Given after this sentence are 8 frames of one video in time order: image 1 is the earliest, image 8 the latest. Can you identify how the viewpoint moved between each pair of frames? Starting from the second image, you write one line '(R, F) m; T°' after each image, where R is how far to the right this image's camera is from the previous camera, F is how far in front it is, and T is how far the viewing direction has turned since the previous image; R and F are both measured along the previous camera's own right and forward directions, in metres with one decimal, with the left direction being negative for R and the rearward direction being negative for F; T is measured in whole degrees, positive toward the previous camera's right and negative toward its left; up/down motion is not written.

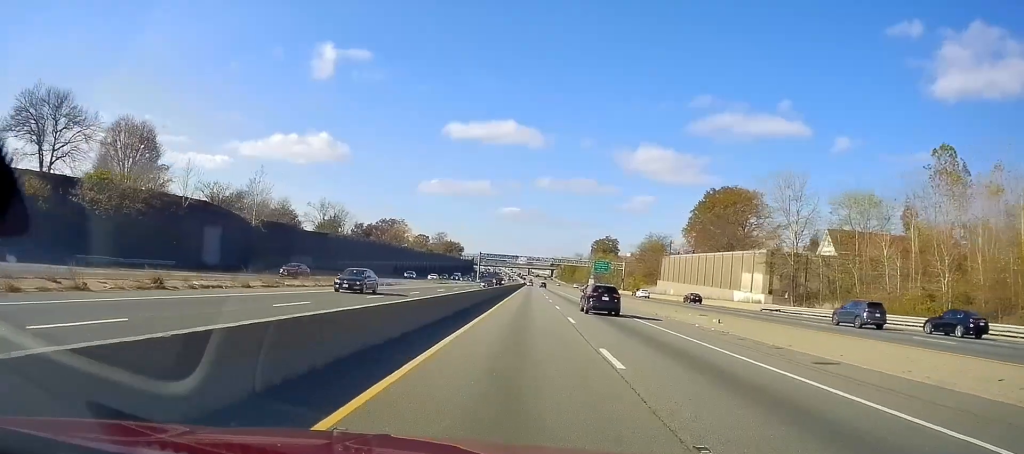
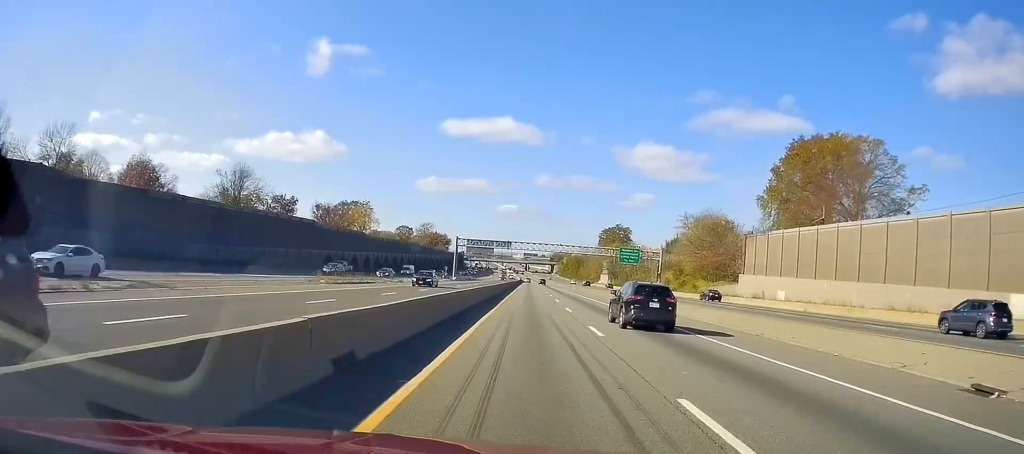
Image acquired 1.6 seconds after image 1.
(+0.1, +56.7) m; 0°
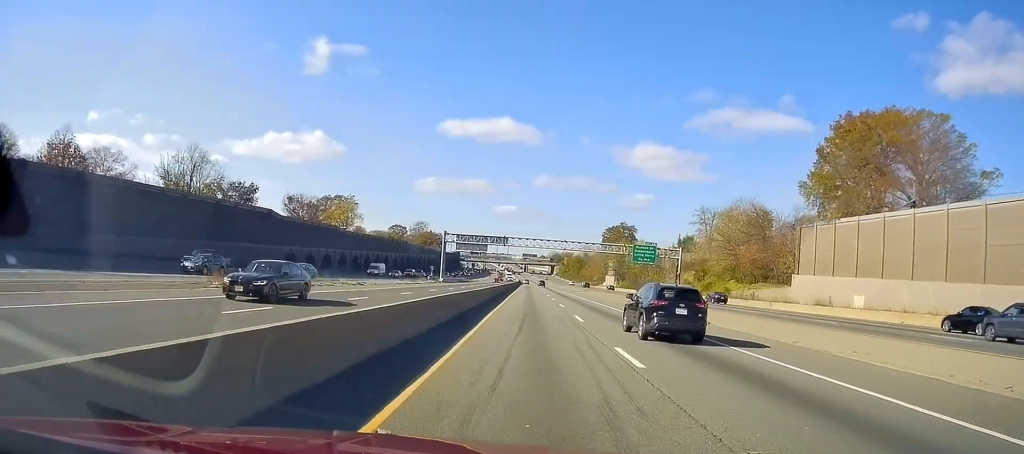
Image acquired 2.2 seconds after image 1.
(0.0, +18.3) m; 0°
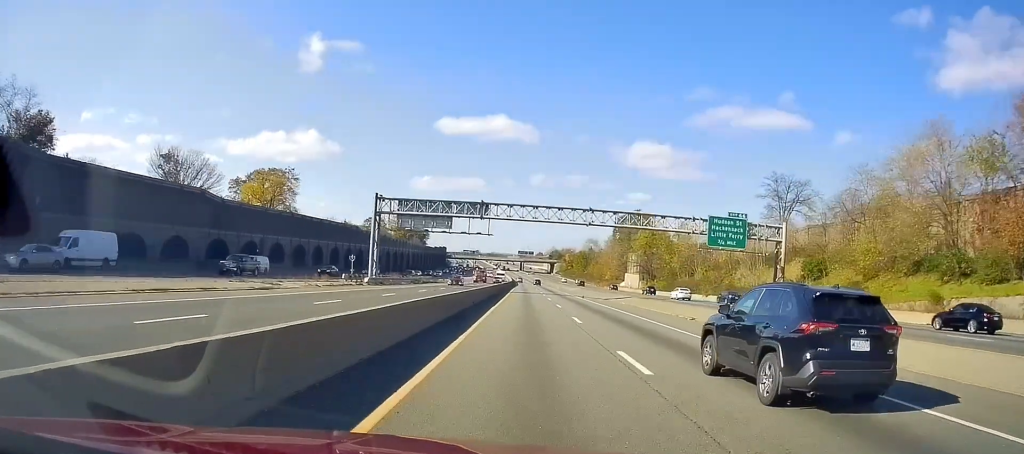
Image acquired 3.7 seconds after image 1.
(-0.5, +50.7) m; 0°
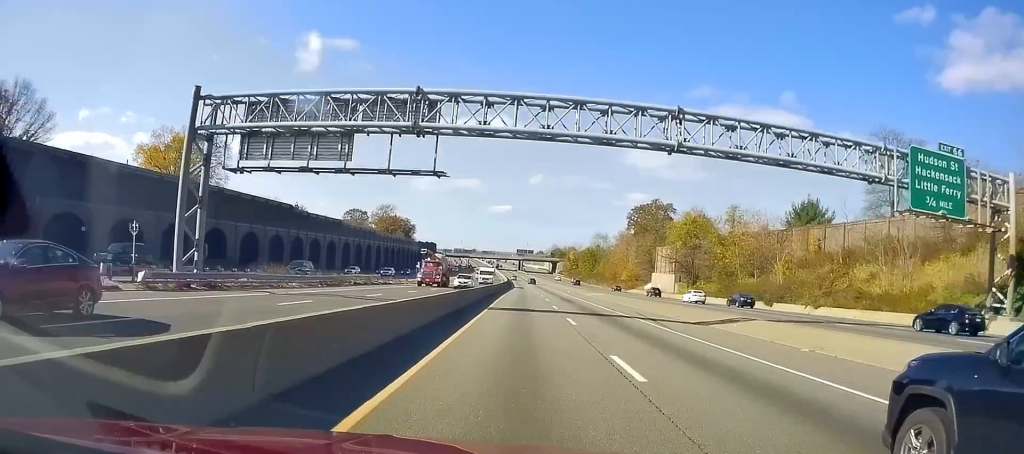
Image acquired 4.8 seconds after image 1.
(+0.5, +37.9) m; 0°
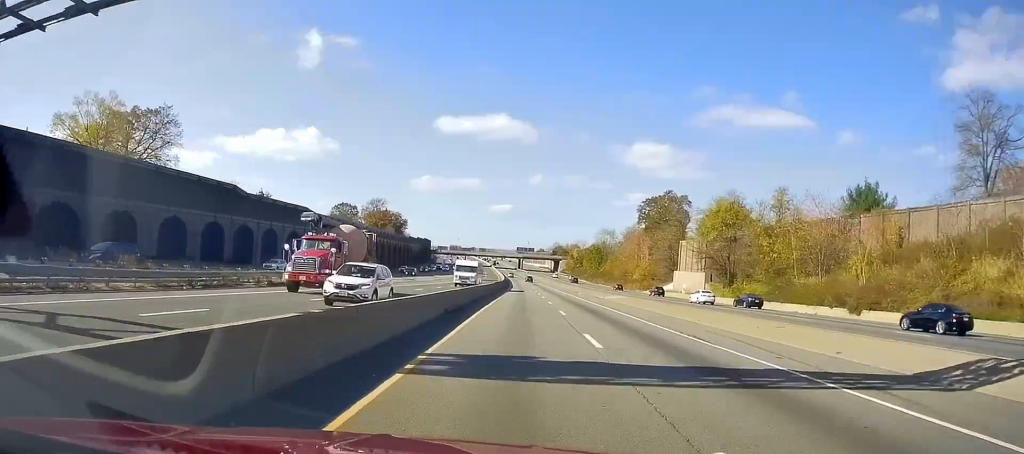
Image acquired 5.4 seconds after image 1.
(-0.3, +20.0) m; 0°
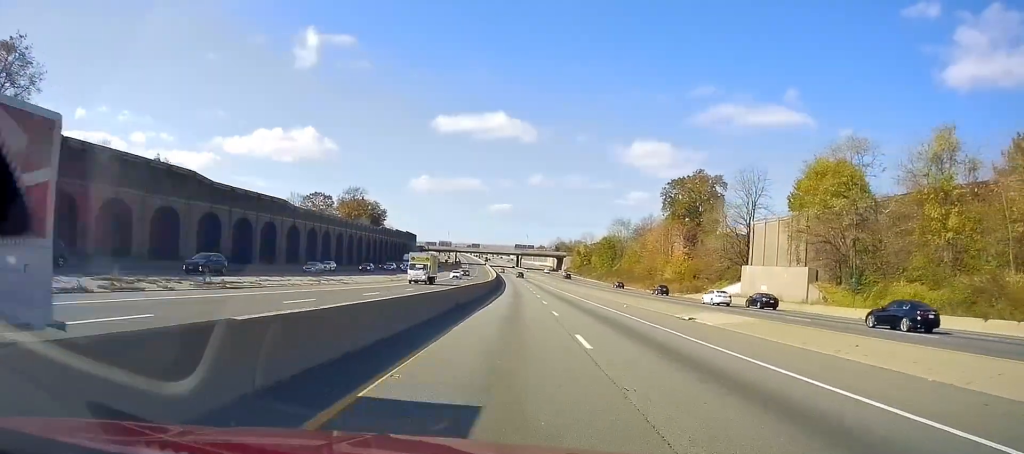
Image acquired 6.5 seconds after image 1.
(+0.1, +37.6) m; +1°
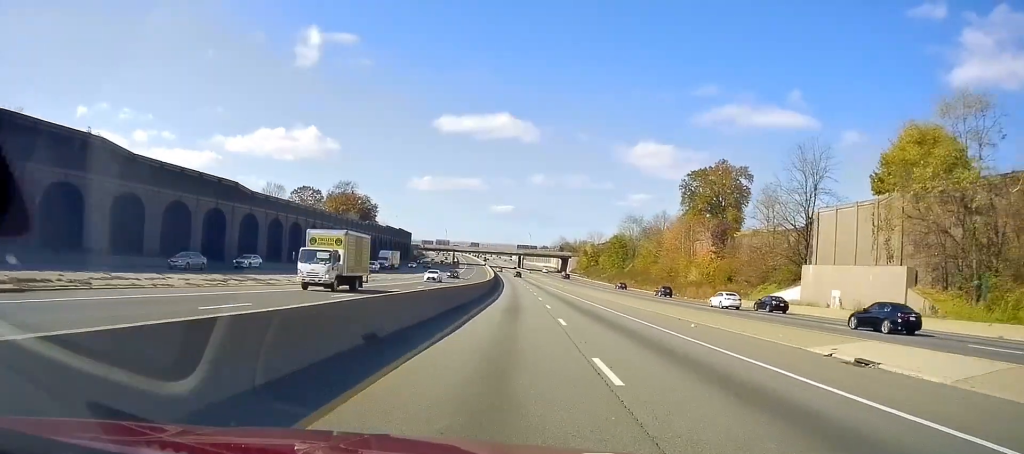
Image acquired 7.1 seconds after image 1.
(+0.1, +17.6) m; 0°
